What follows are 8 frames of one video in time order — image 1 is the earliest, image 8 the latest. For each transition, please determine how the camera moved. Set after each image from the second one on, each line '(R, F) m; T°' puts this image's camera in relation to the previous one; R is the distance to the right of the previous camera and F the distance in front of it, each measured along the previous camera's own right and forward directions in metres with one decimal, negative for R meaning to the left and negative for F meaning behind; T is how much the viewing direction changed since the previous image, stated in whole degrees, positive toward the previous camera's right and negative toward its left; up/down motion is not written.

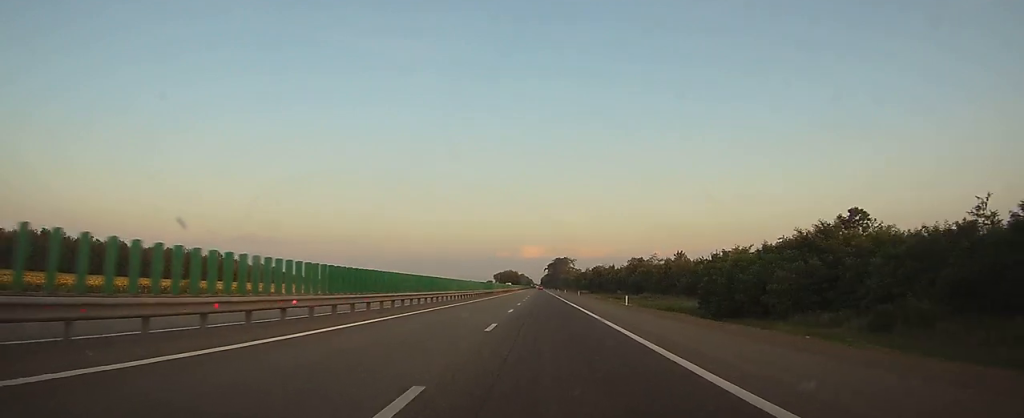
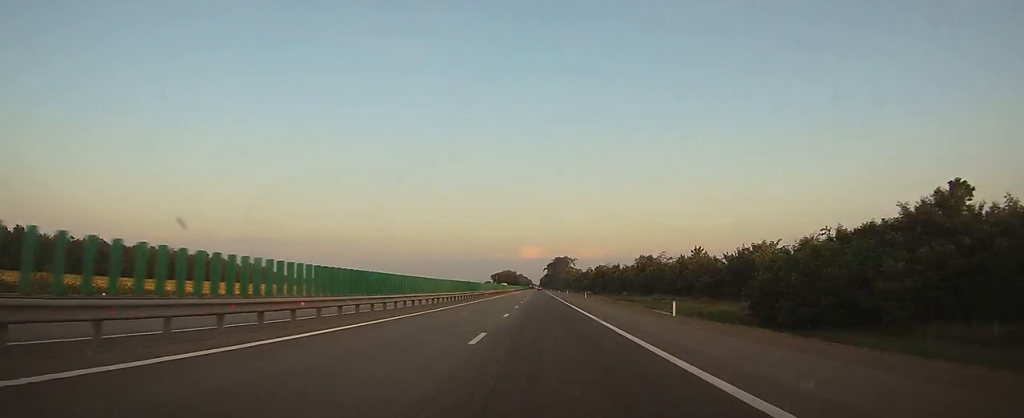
(0.0, +15.1) m; 0°
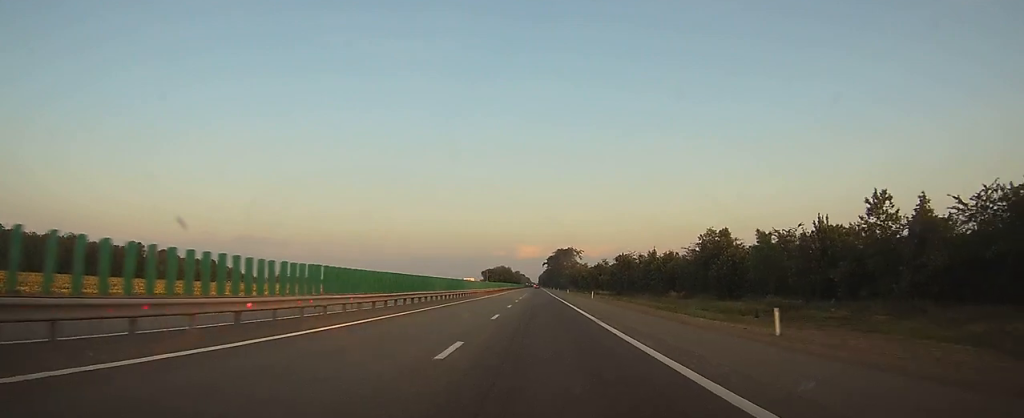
(+0.1, +62.1) m; 0°
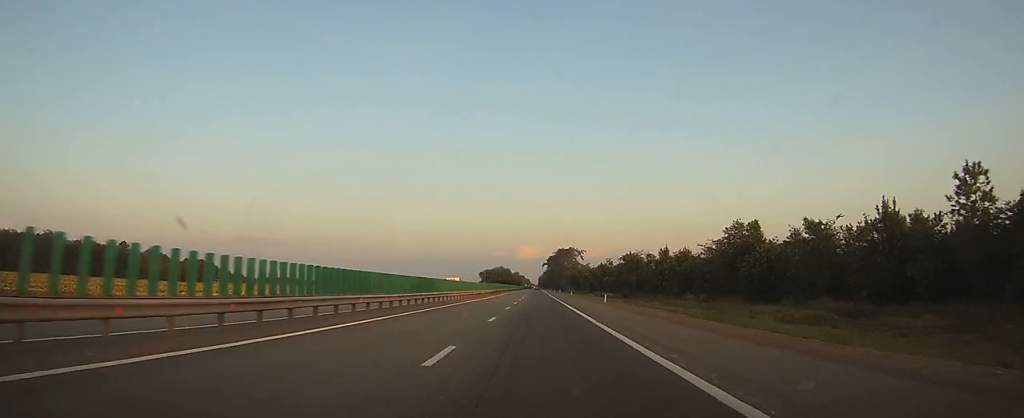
(0.0, +12.6) m; 0°
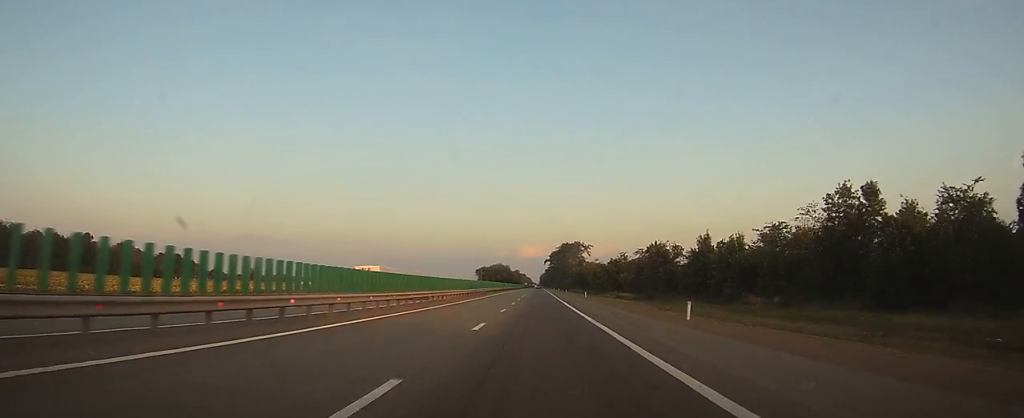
(0.0, +28.2) m; 0°
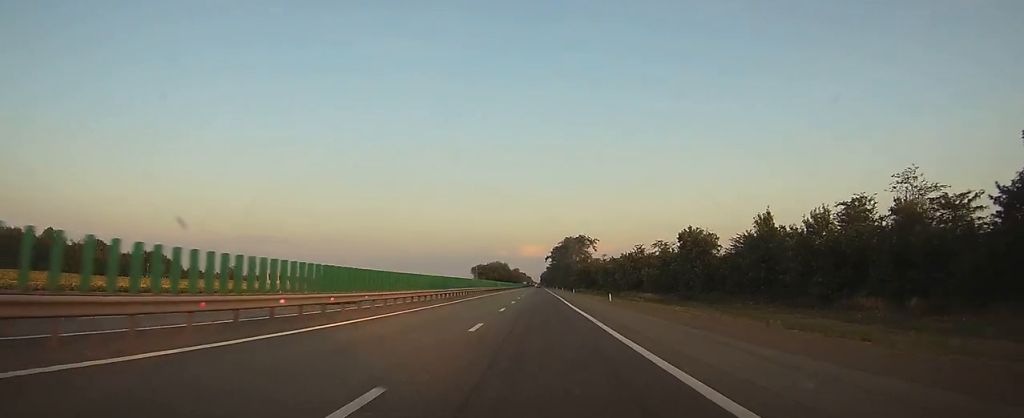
(+0.1, +24.5) m; 0°
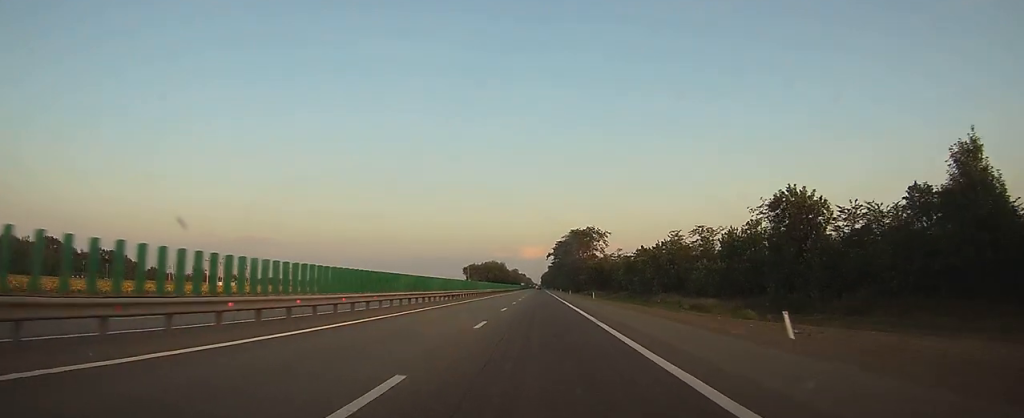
(-0.1, +34.6) m; 0°
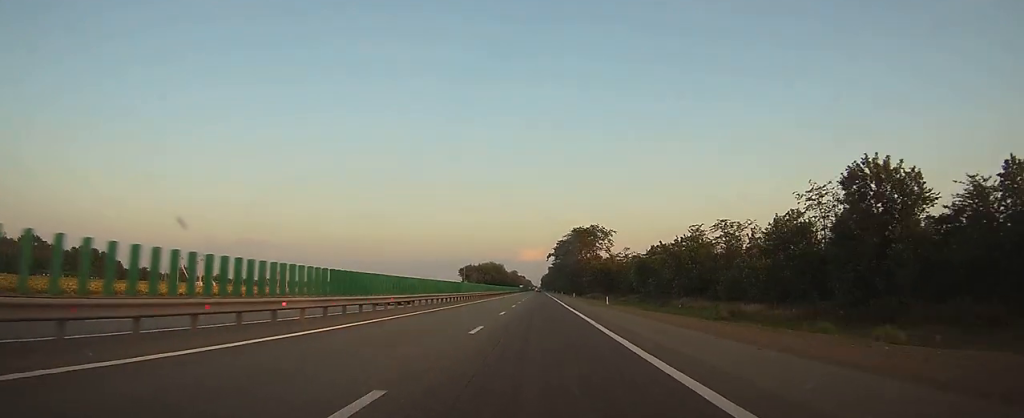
(0.0, +12.9) m; 0°
